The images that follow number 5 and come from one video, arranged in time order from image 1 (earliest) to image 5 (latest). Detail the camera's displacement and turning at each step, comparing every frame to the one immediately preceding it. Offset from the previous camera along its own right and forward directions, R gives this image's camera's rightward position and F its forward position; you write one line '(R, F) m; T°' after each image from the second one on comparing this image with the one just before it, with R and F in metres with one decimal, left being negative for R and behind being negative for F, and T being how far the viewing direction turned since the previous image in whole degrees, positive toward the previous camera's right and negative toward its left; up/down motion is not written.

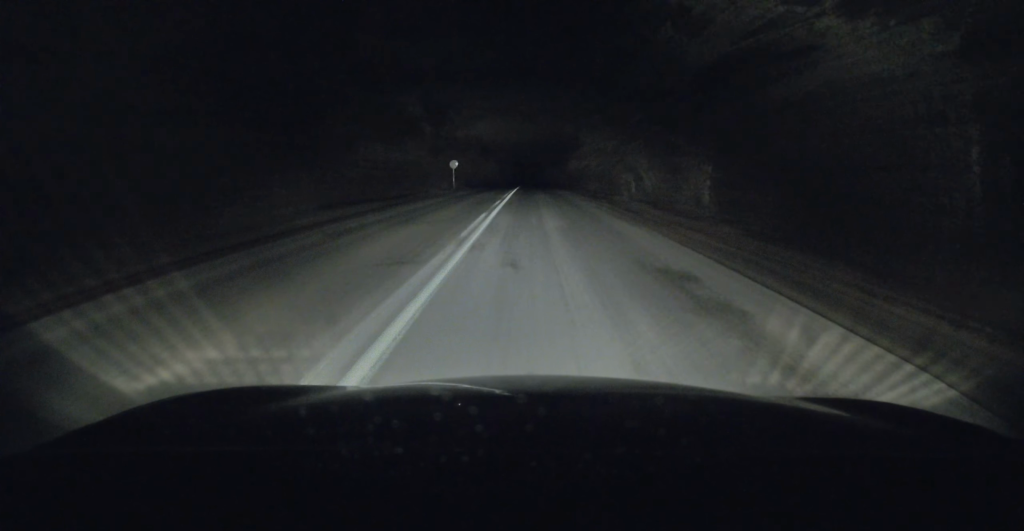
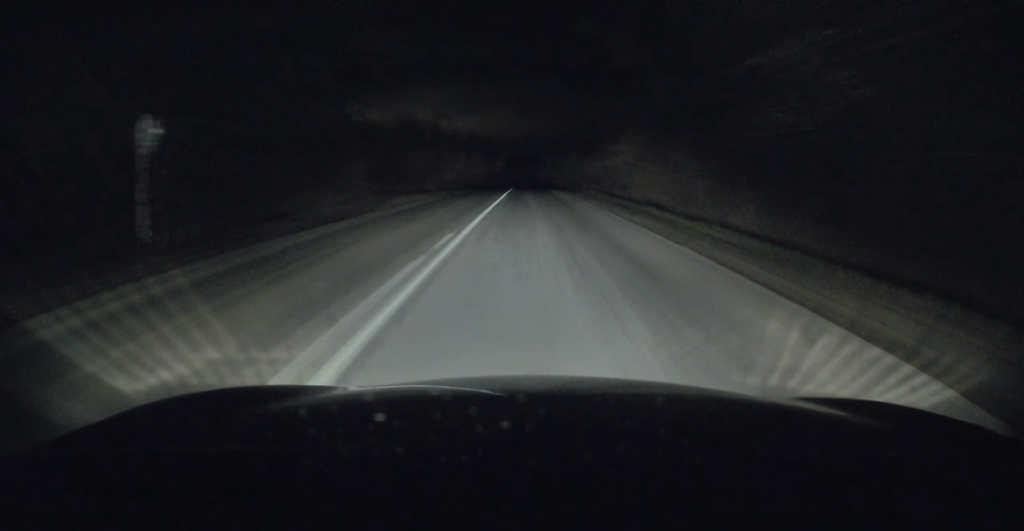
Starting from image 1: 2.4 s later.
(+0.4, +45.1) m; +1°
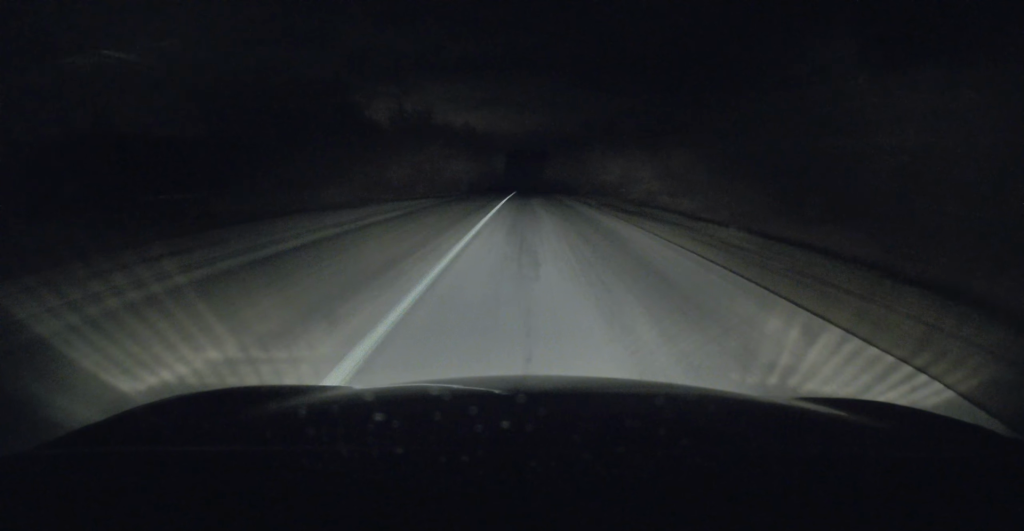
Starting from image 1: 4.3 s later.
(-0.3, +34.5) m; 0°
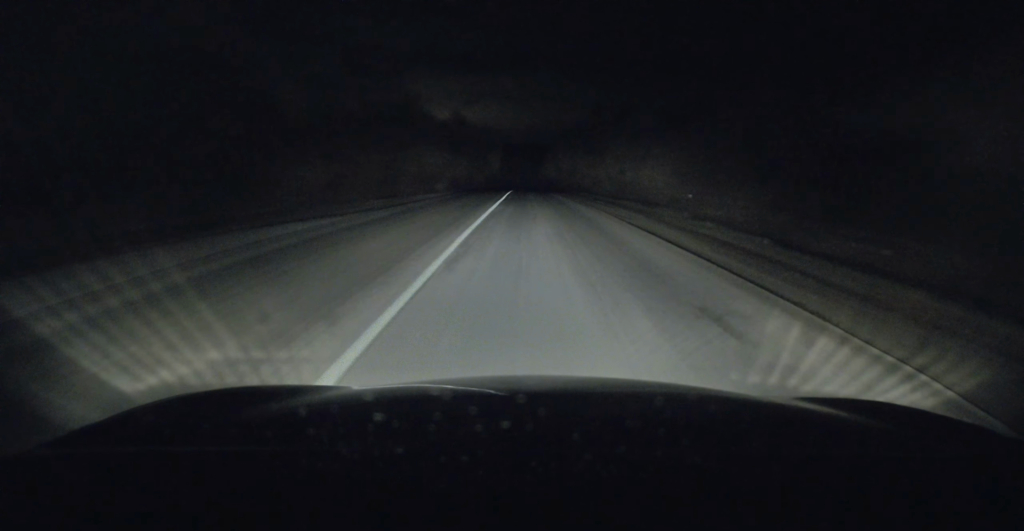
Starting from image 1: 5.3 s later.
(+0.3, +19.8) m; -1°
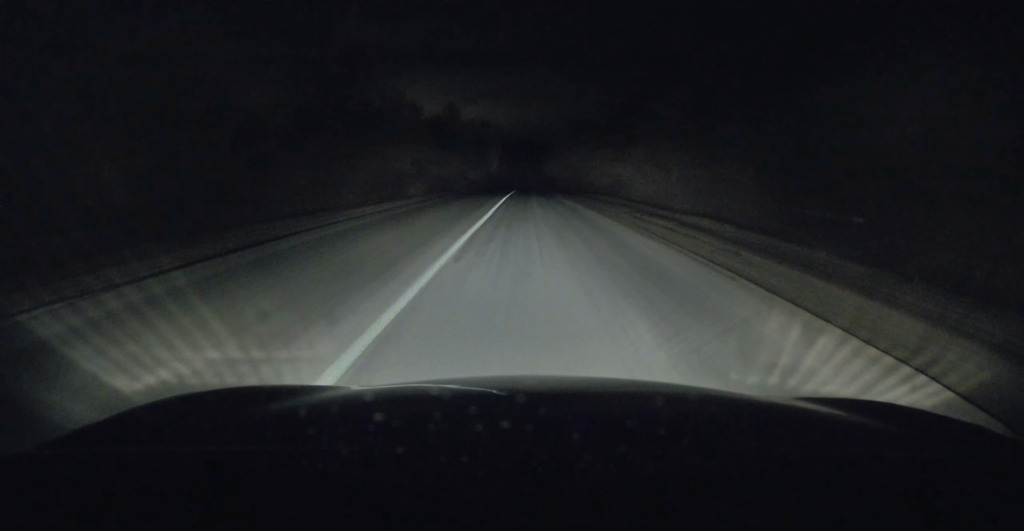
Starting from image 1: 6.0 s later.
(-0.4, +14.6) m; 0°
